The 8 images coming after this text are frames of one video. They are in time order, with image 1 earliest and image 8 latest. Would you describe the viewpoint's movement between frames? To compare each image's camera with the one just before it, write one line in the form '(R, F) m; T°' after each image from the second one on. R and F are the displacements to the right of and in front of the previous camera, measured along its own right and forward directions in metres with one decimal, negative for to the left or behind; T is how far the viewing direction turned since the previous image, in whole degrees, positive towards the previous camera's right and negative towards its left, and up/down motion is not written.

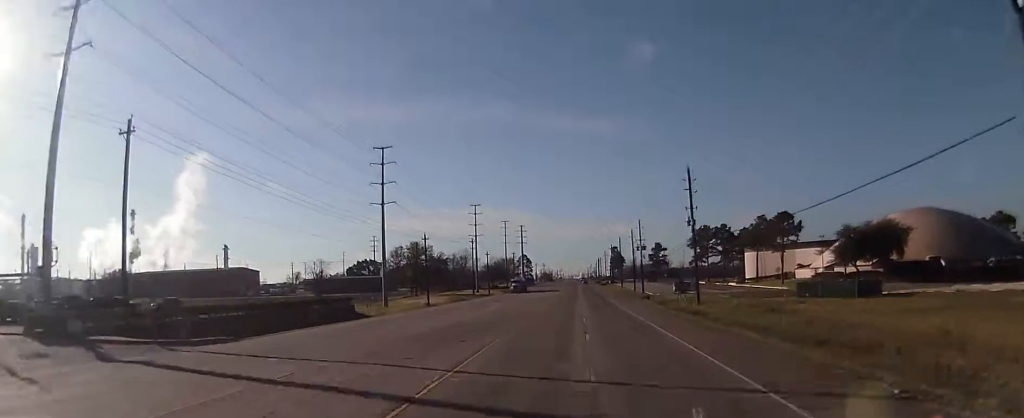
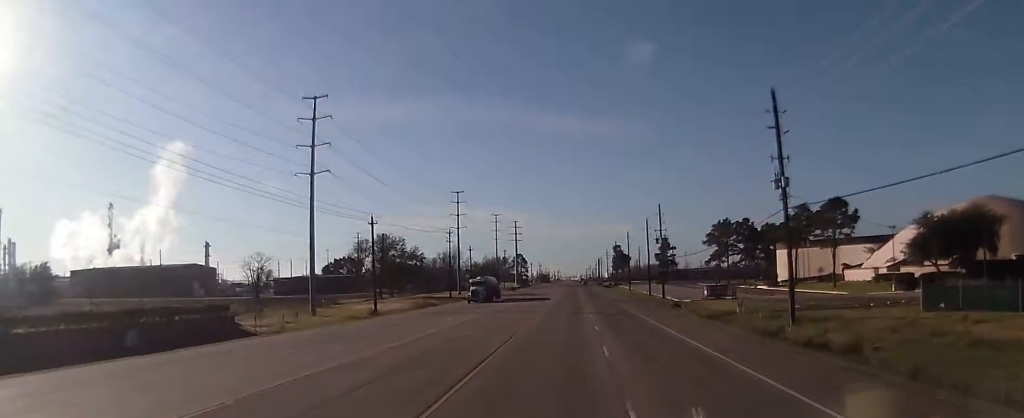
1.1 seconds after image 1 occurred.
(+0.3, +29.6) m; +1°
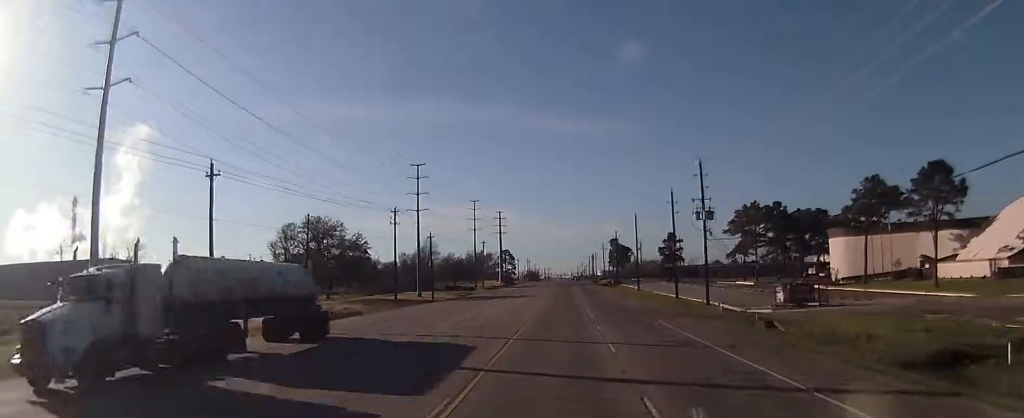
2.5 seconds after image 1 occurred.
(-0.2, +36.7) m; 0°
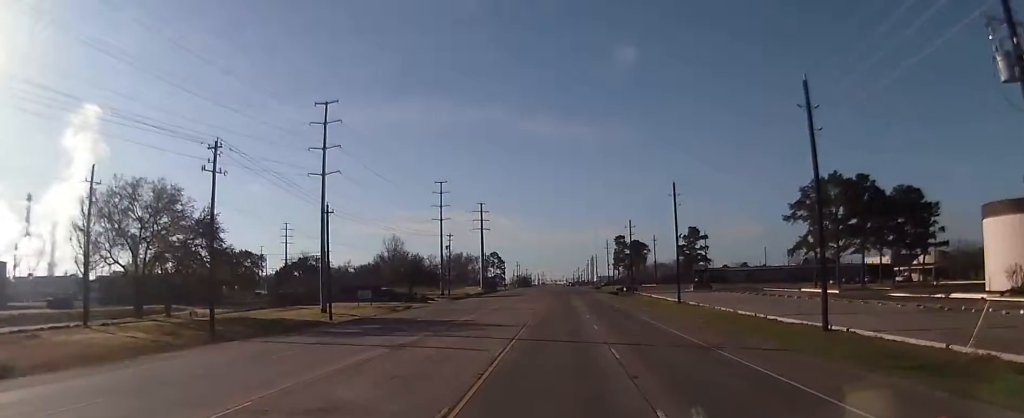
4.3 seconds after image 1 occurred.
(+0.2, +49.9) m; 0°
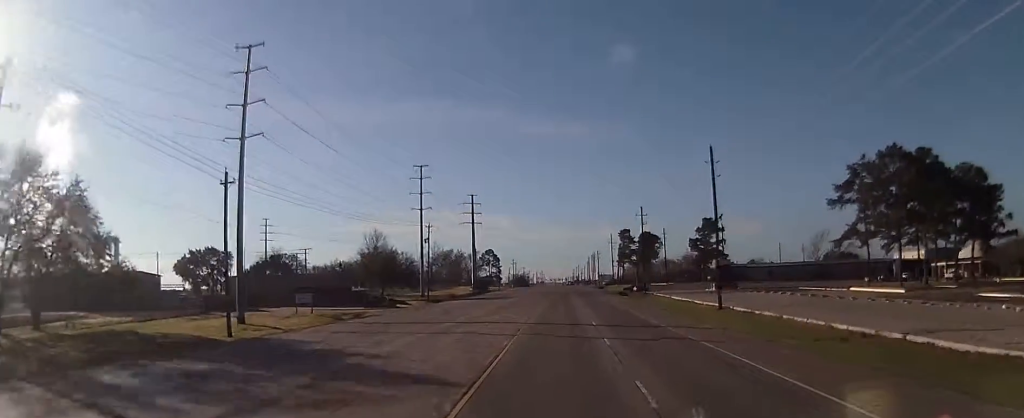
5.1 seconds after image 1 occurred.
(+0.2, +21.2) m; 0°
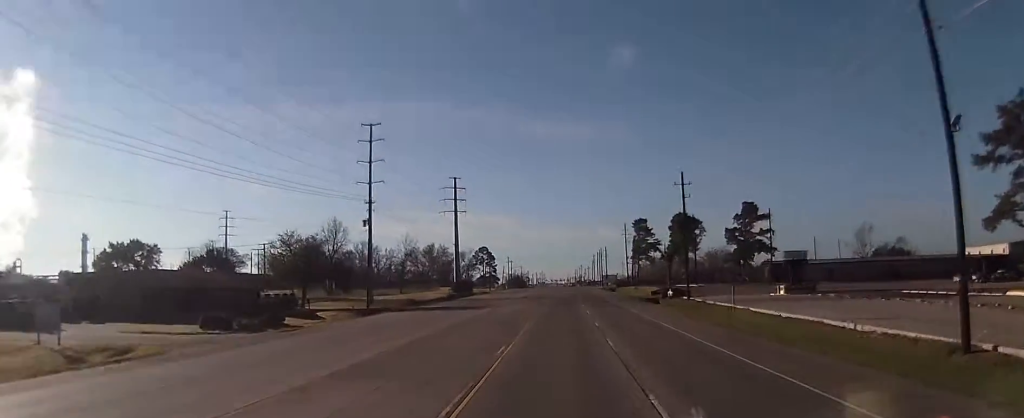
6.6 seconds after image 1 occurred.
(-0.2, +37.6) m; 0°
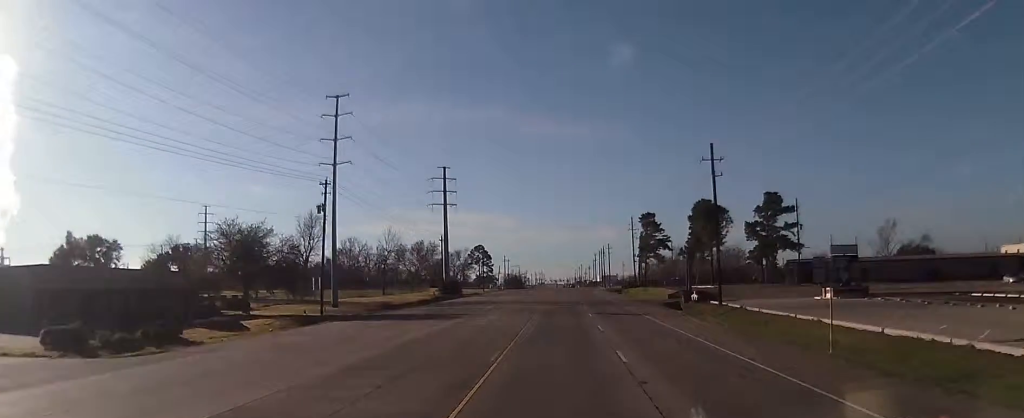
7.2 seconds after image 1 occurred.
(+0.3, +15.7) m; +1°
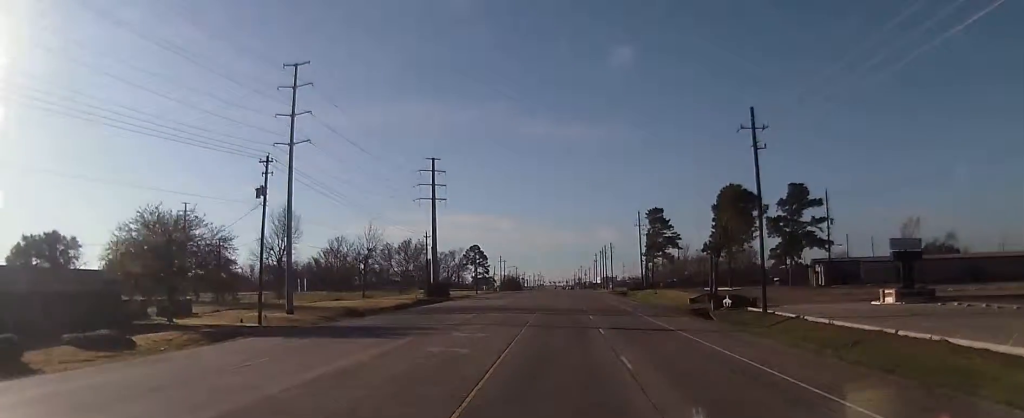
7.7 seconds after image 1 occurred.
(+0.1, +13.9) m; 0°
